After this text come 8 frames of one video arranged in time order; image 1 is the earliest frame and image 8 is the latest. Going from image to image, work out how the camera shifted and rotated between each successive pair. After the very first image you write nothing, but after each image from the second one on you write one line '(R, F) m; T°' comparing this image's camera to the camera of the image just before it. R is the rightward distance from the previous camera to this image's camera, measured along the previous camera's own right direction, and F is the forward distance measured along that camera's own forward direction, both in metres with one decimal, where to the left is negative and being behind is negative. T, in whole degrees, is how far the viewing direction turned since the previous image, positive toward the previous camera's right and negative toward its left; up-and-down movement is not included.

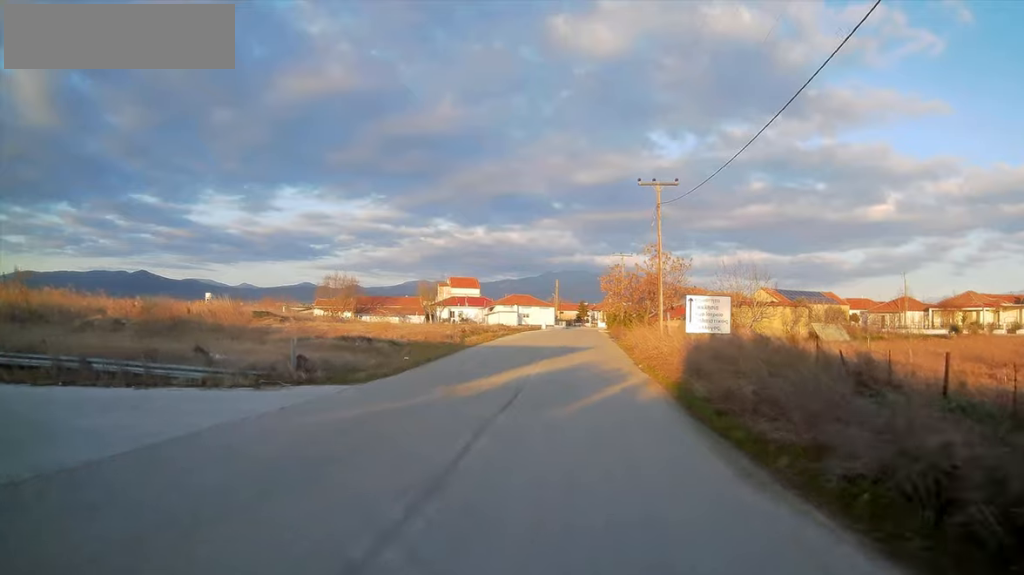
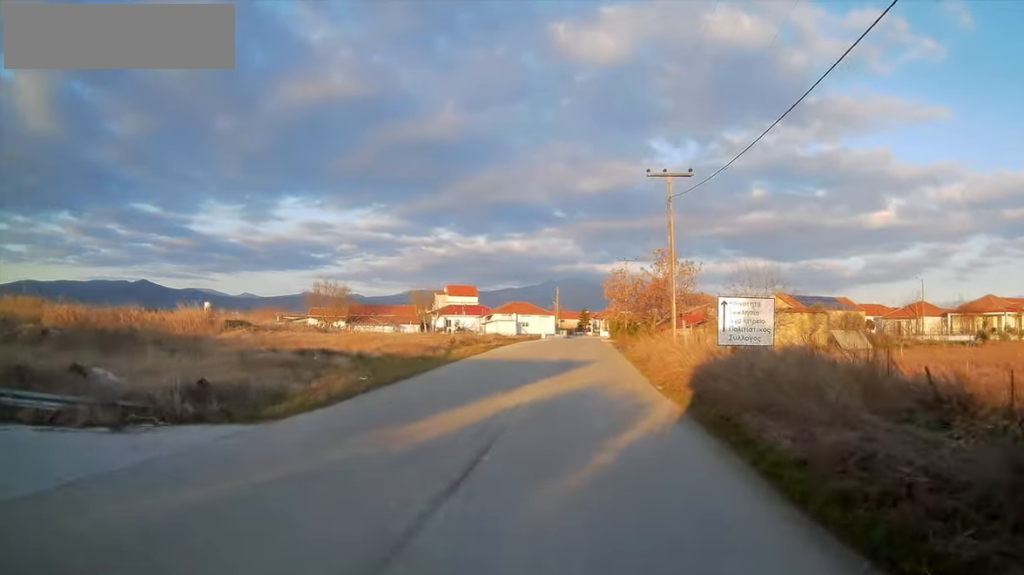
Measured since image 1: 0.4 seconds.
(+0.1, +5.1) m; -1°
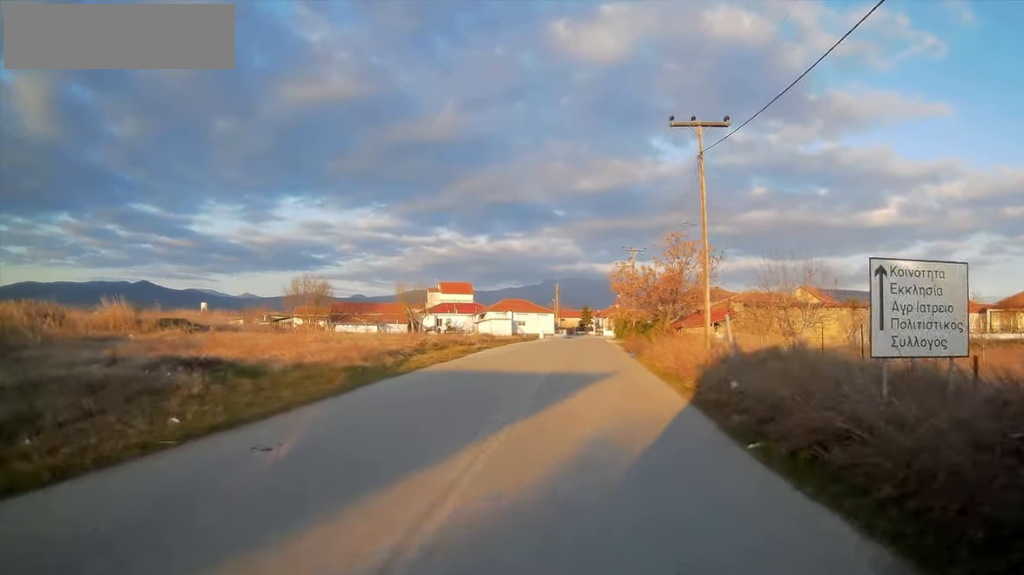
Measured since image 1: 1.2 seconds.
(-0.2, +9.6) m; 0°
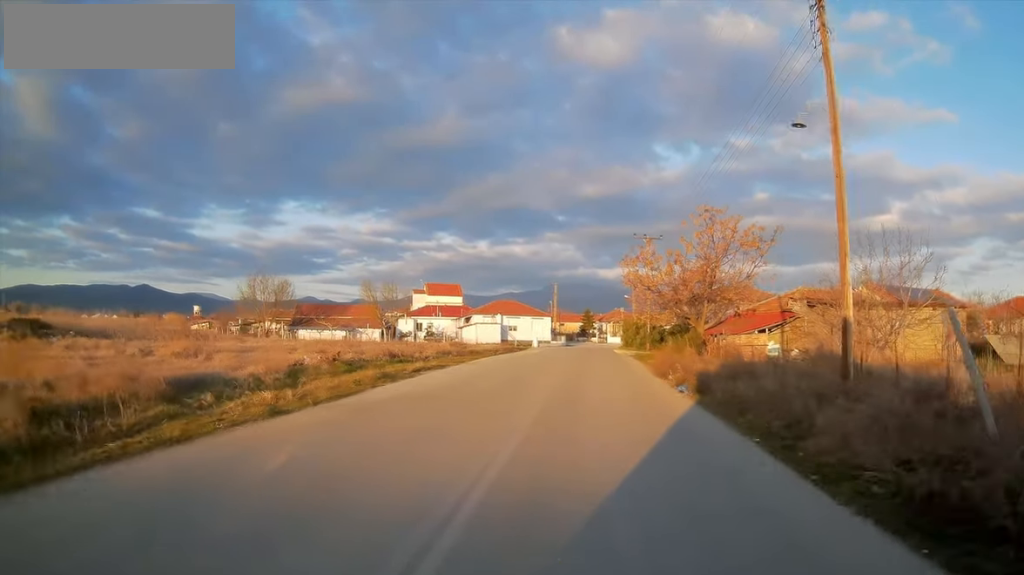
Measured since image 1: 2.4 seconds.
(+0.2, +15.2) m; +2°
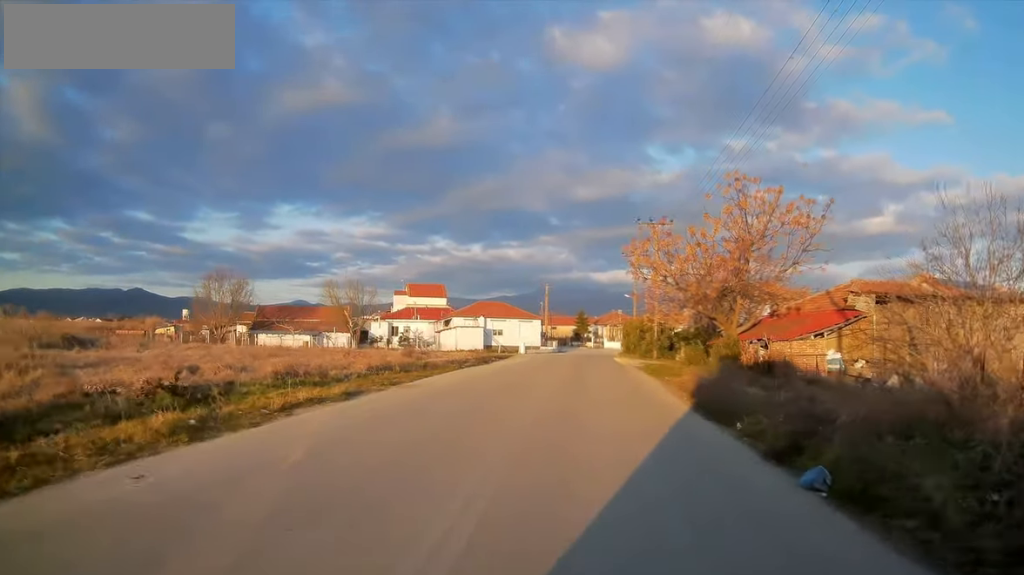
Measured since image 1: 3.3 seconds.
(+0.1, +10.6) m; +1°
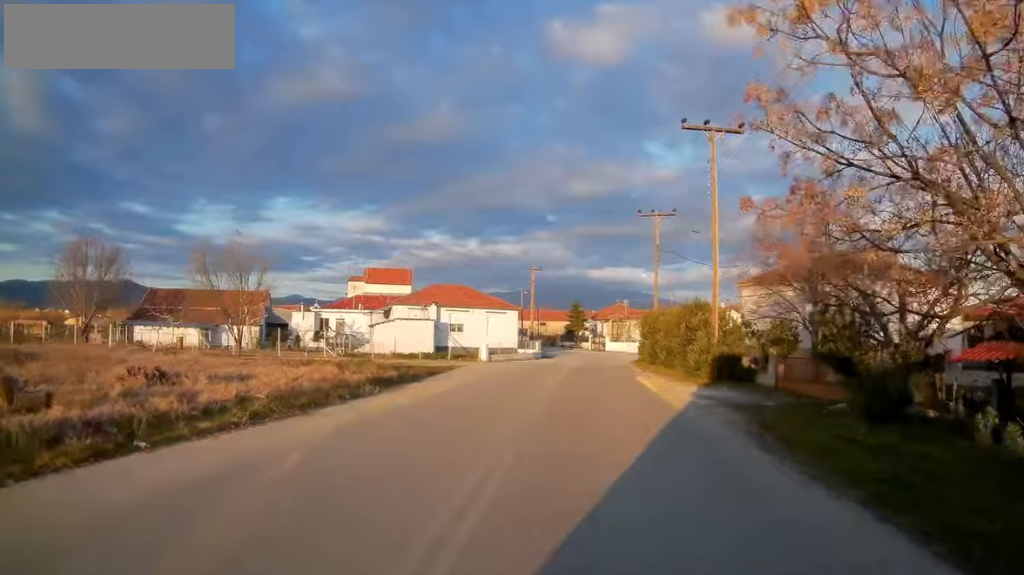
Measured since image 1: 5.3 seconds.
(-0.1, +24.4) m; 0°
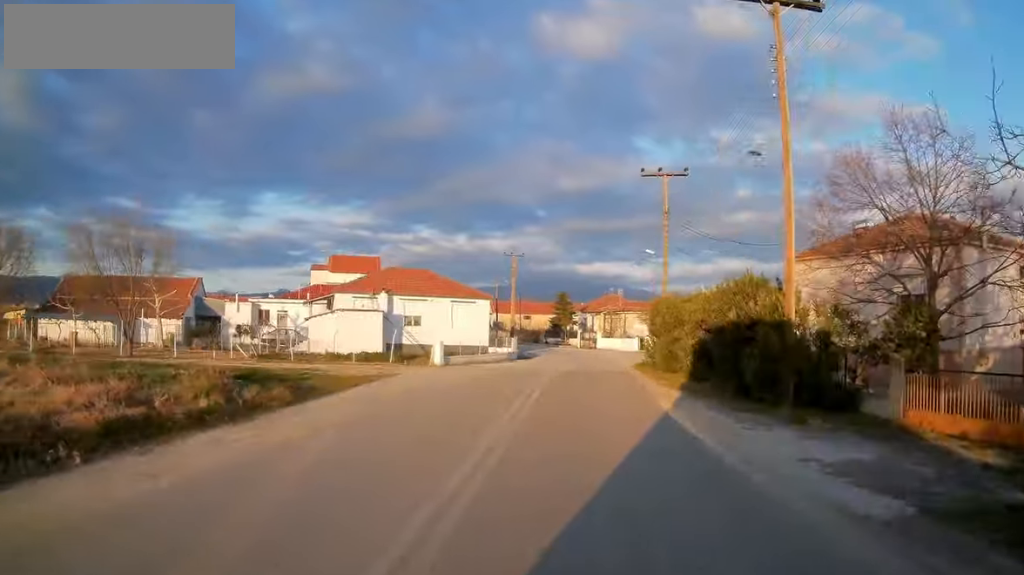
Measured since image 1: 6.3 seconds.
(0.0, +11.5) m; 0°
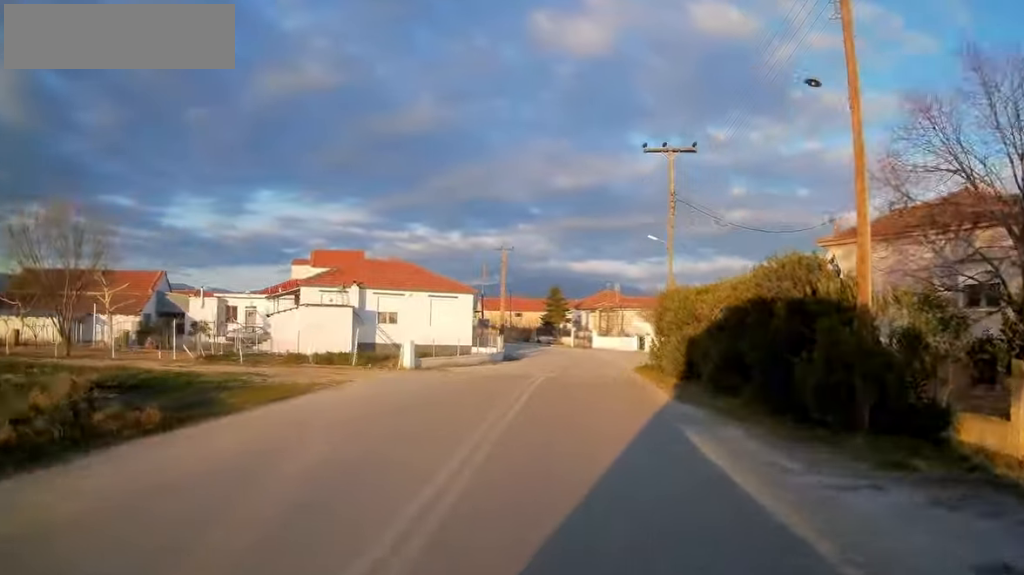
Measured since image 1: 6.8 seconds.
(0.0, +4.9) m; 0°
